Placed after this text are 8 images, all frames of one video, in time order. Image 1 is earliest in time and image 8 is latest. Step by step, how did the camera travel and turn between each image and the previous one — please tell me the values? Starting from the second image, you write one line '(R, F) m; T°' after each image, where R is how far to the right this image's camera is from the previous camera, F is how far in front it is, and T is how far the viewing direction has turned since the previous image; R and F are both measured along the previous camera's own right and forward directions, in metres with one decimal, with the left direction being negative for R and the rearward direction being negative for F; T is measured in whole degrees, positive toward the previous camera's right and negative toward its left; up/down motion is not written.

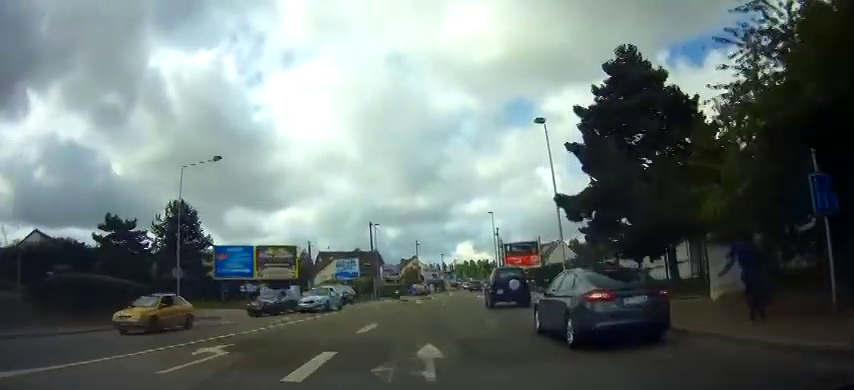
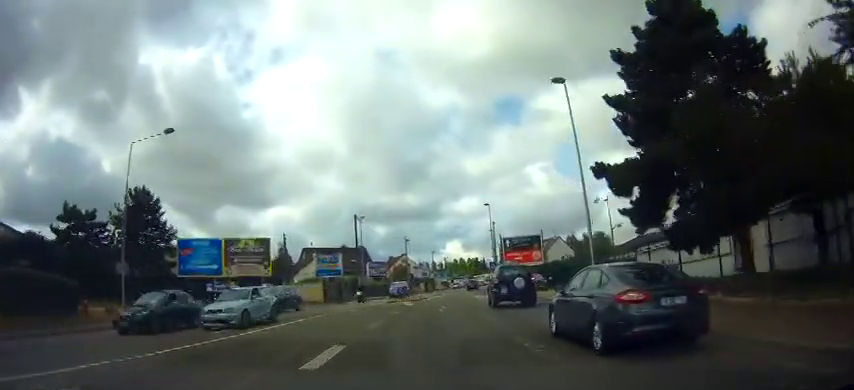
(+0.3, +5.9) m; +2°
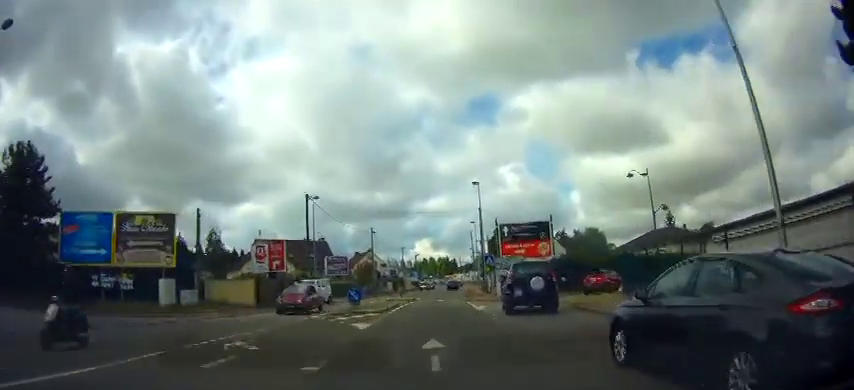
(+0.2, +13.5) m; +2°
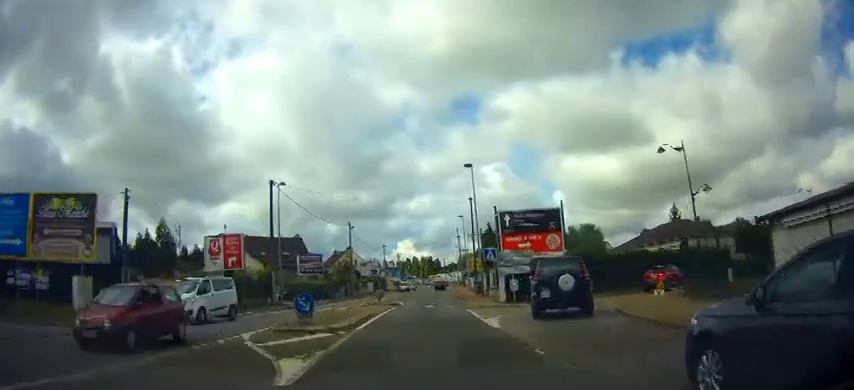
(+0.1, +7.1) m; +1°
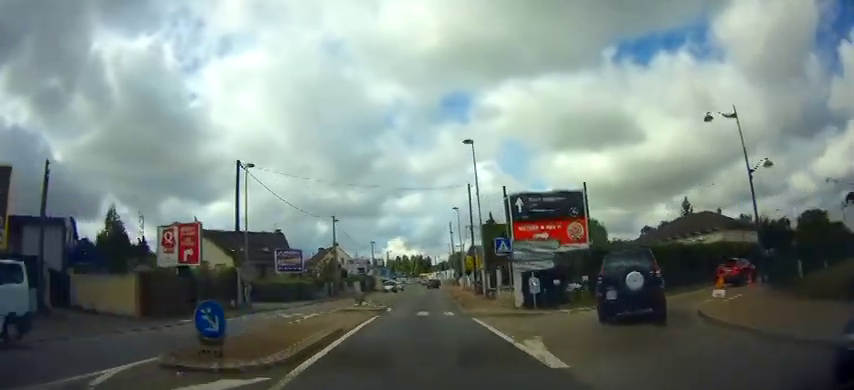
(0.0, +6.2) m; +1°
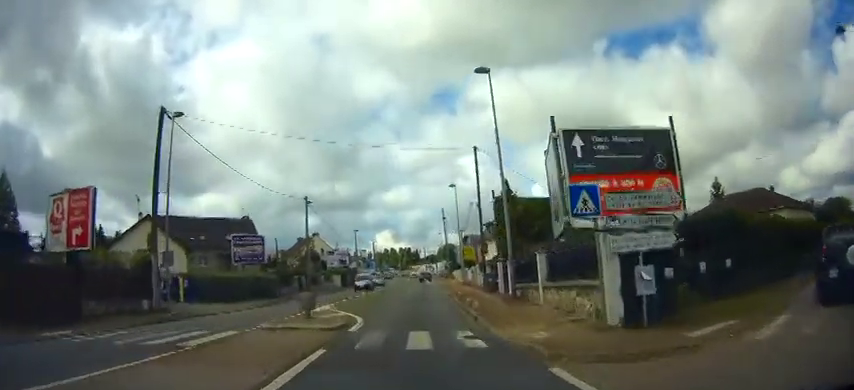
(+0.2, +10.7) m; +1°
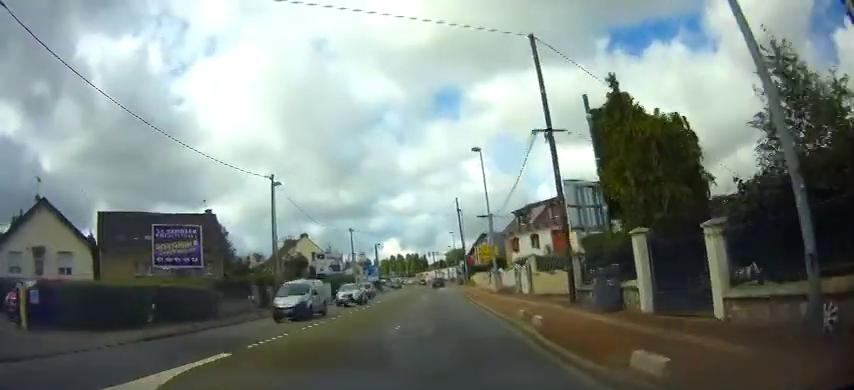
(0.0, +15.3) m; -2°
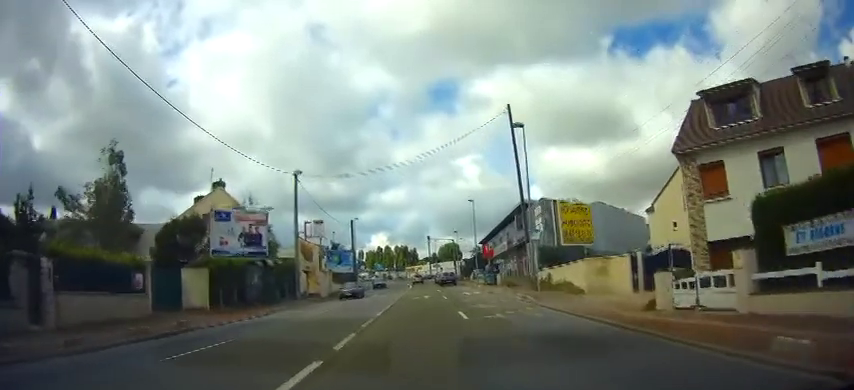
(+0.8, +37.6) m; +5°
